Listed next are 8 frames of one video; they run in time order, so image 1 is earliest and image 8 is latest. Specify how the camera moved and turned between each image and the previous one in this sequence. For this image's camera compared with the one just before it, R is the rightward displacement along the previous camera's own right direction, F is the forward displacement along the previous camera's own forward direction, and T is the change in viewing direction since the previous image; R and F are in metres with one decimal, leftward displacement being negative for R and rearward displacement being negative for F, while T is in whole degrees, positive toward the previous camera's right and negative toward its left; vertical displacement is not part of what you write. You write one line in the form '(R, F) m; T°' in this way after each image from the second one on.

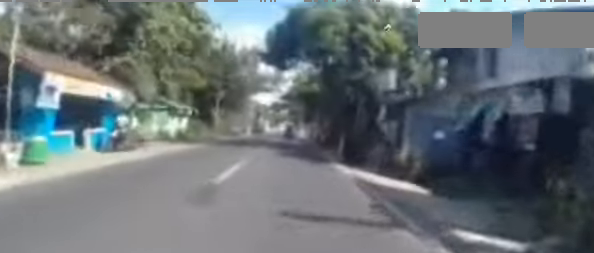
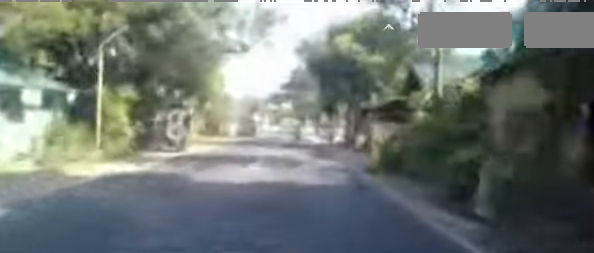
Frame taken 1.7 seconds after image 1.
(+0.8, +16.3) m; +3°
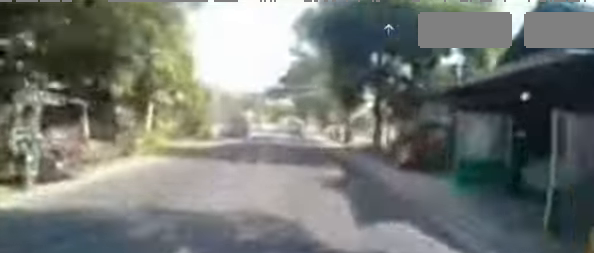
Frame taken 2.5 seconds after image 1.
(-0.4, +7.2) m; -5°
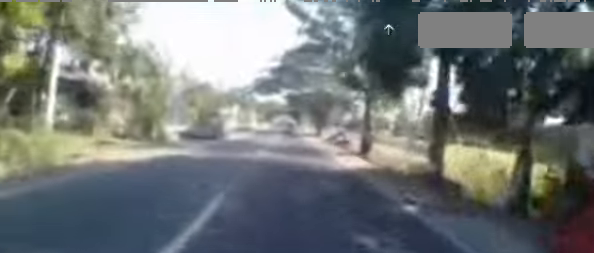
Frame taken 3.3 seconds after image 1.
(-0.4, +7.2) m; -2°
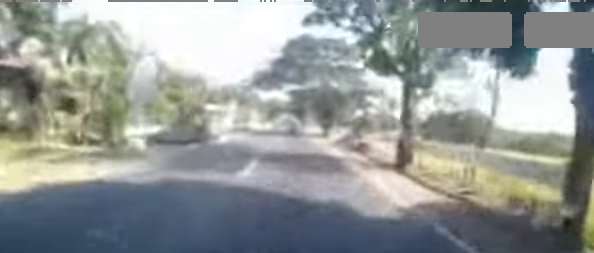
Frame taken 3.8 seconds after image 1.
(-0.2, +4.2) m; 0°
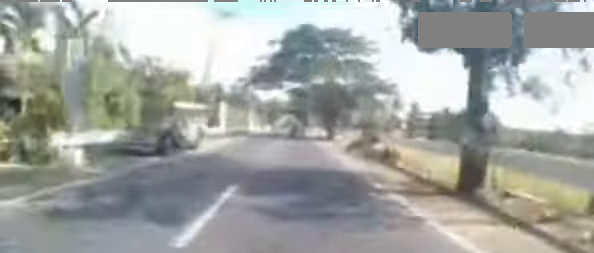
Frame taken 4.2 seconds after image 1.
(+0.2, +3.8) m; +1°
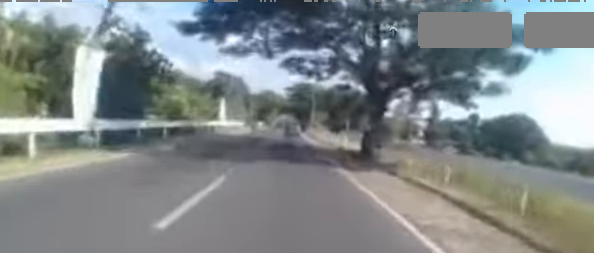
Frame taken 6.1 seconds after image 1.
(+0.6, +18.2) m; +2°
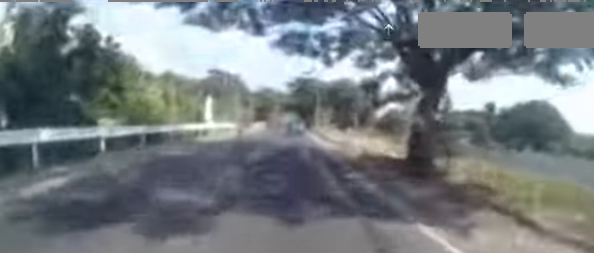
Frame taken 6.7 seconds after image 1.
(0.0, +5.7) m; 0°
